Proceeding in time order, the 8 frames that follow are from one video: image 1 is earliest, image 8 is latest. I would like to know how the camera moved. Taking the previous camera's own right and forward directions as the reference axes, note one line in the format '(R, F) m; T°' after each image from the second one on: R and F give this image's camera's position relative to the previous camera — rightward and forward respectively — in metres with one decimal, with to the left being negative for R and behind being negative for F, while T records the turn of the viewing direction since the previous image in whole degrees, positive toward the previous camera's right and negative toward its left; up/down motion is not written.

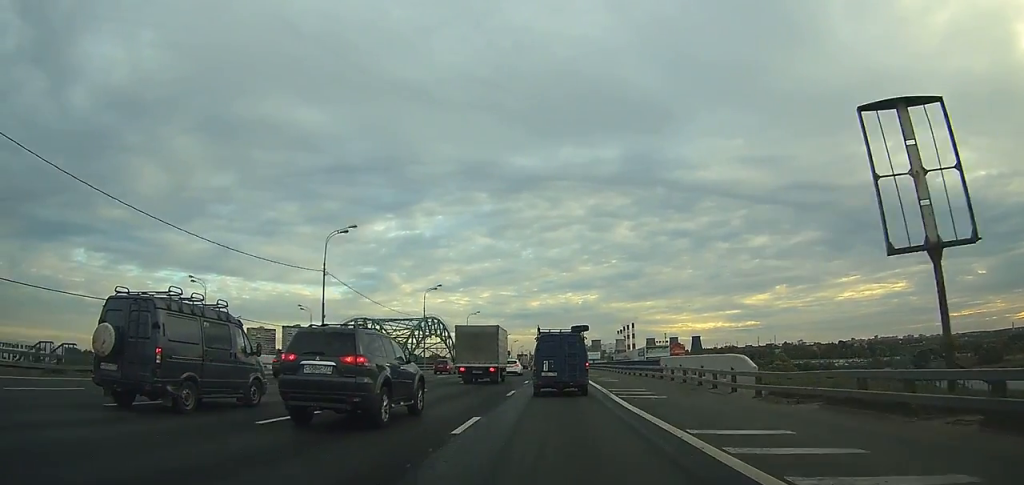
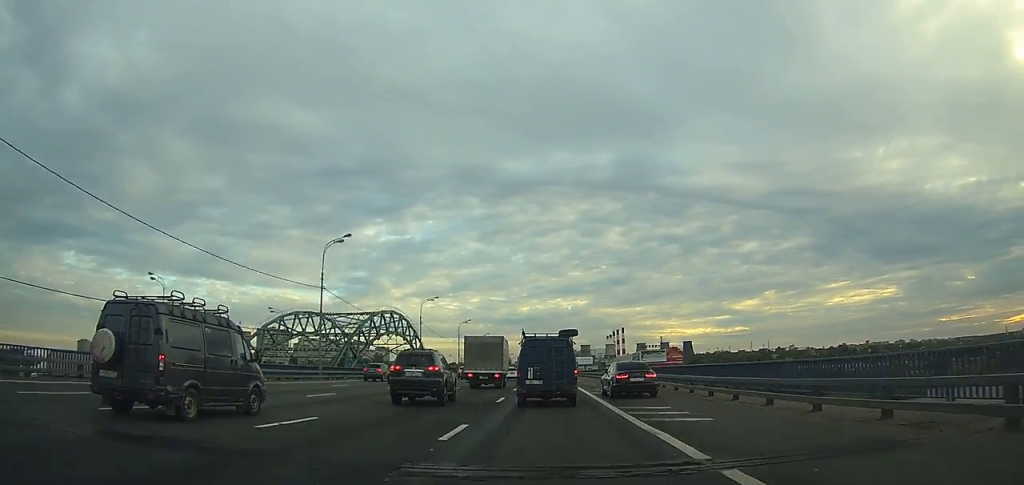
(-0.2, +34.3) m; 0°
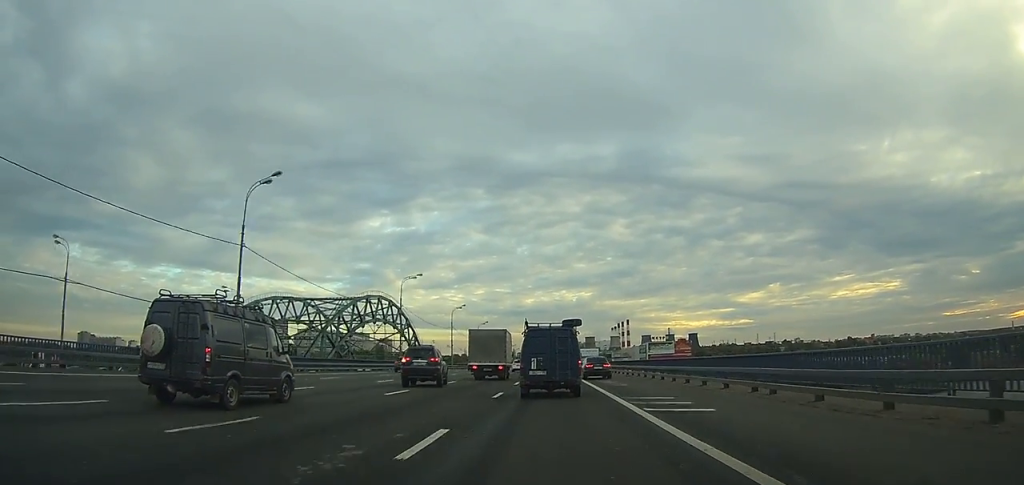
(0.0, +14.8) m; 0°
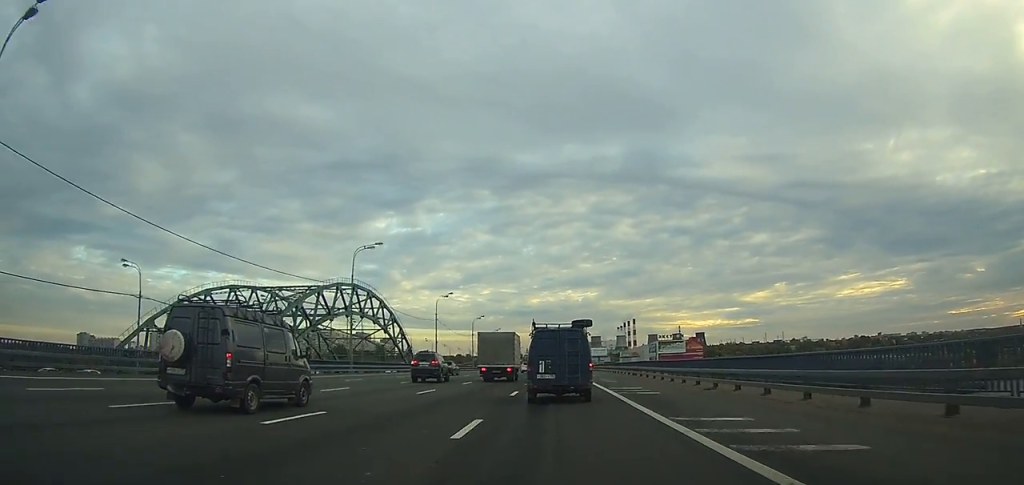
(+0.1, +20.4) m; 0°
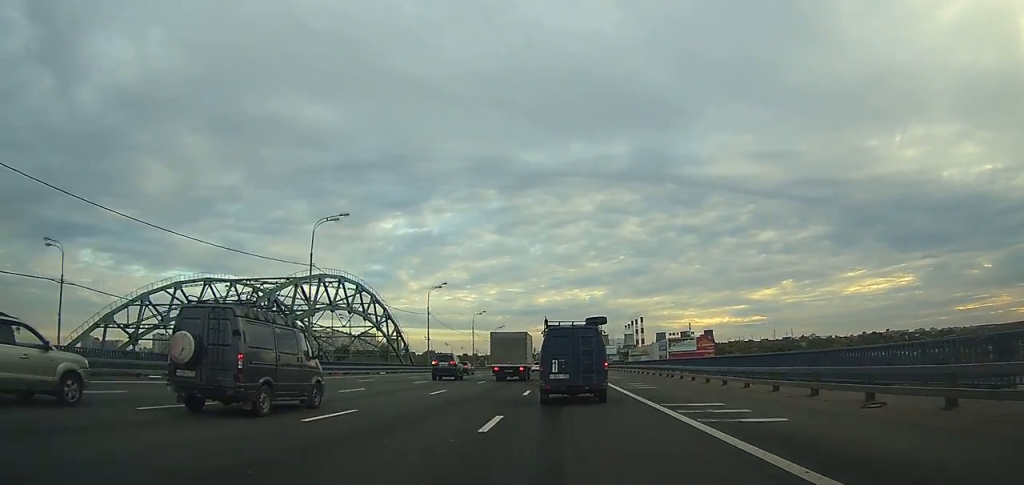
(-0.1, +11.3) m; -1°
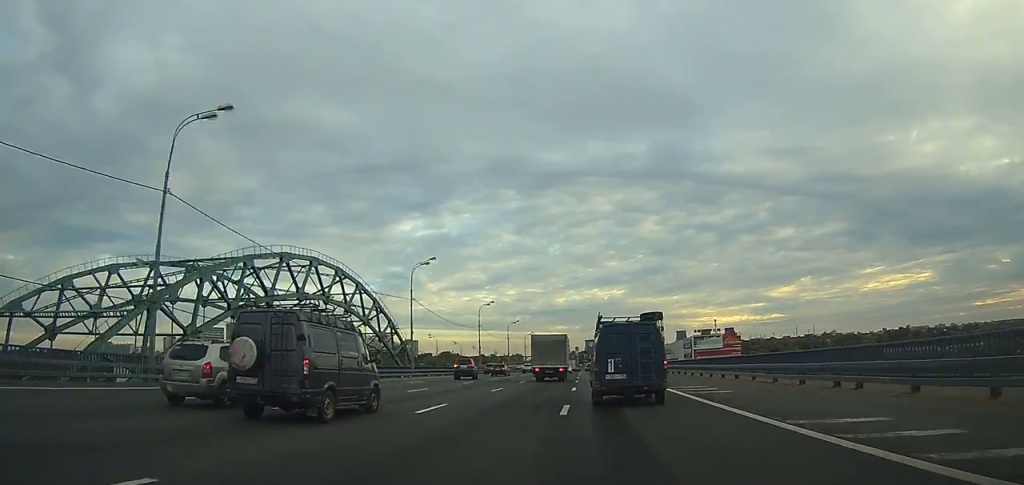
(-0.1, +20.4) m; -1°
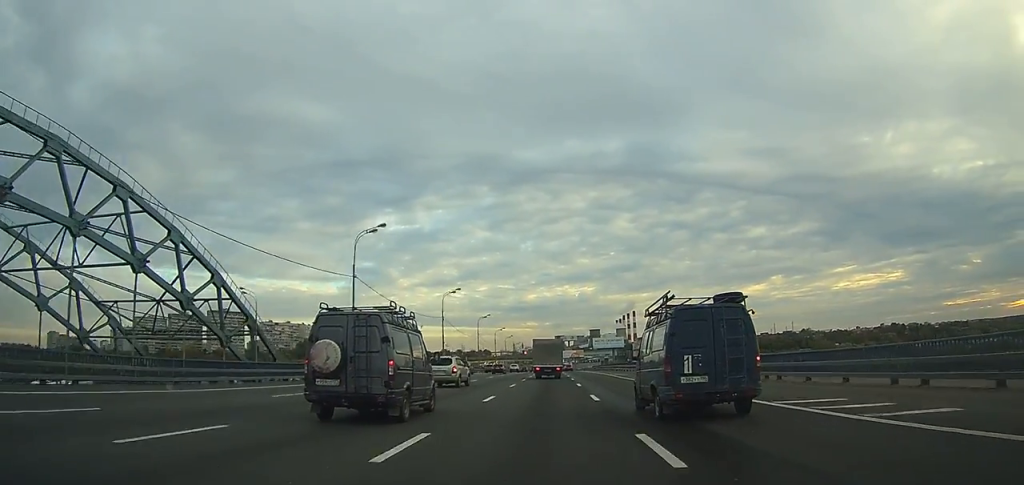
(-0.6, +54.3) m; 0°
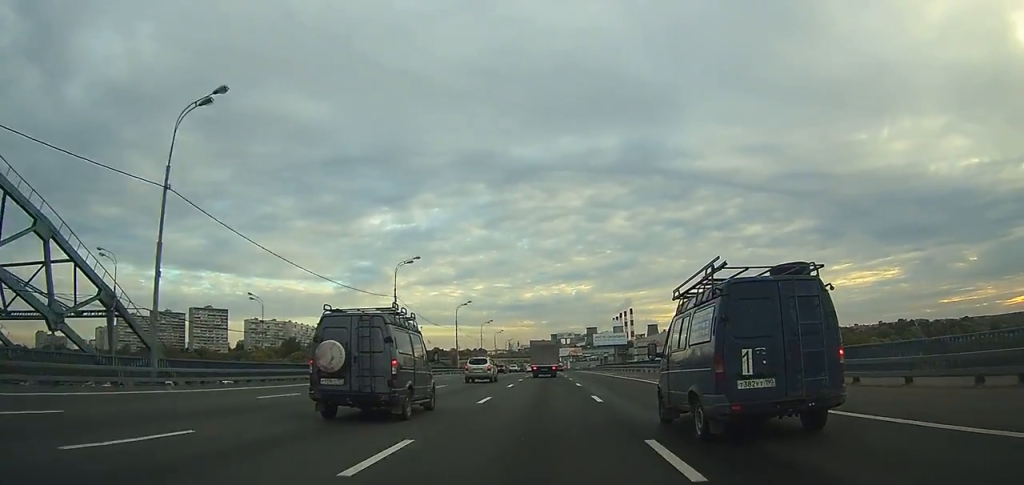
(+0.2, +24.3) m; +1°
